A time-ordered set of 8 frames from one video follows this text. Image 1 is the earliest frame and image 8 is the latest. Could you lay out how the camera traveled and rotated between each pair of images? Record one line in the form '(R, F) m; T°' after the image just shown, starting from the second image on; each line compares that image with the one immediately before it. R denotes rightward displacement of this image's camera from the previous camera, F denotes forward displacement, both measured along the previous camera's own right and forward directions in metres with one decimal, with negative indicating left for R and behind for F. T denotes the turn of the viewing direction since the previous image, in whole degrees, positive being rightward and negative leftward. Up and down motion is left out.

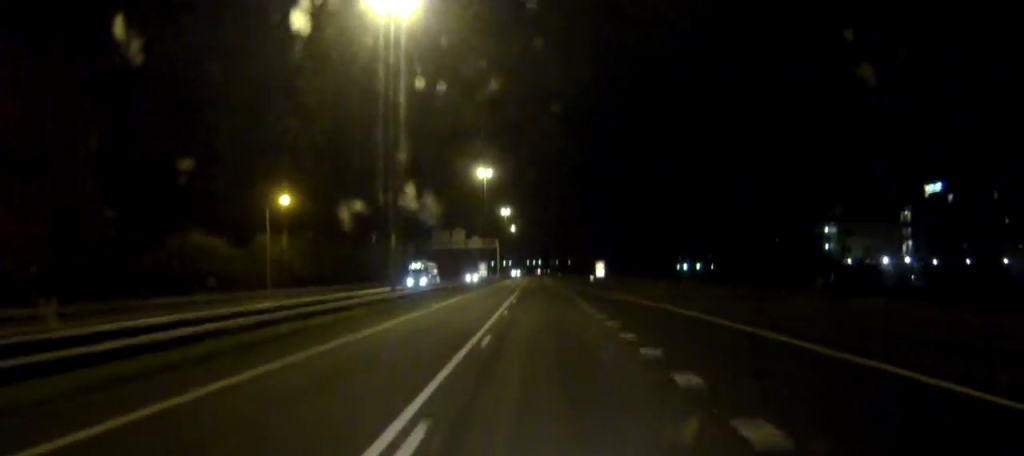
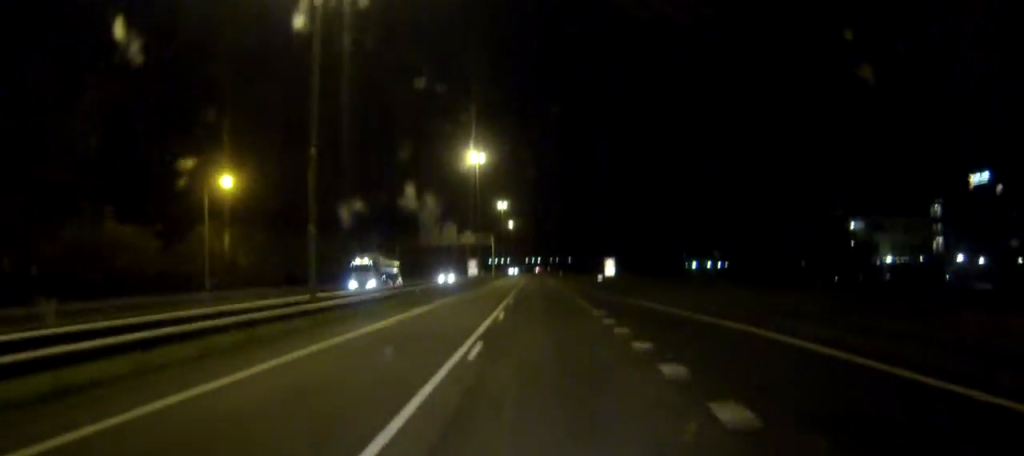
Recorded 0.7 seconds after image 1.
(0.0, +14.9) m; 0°
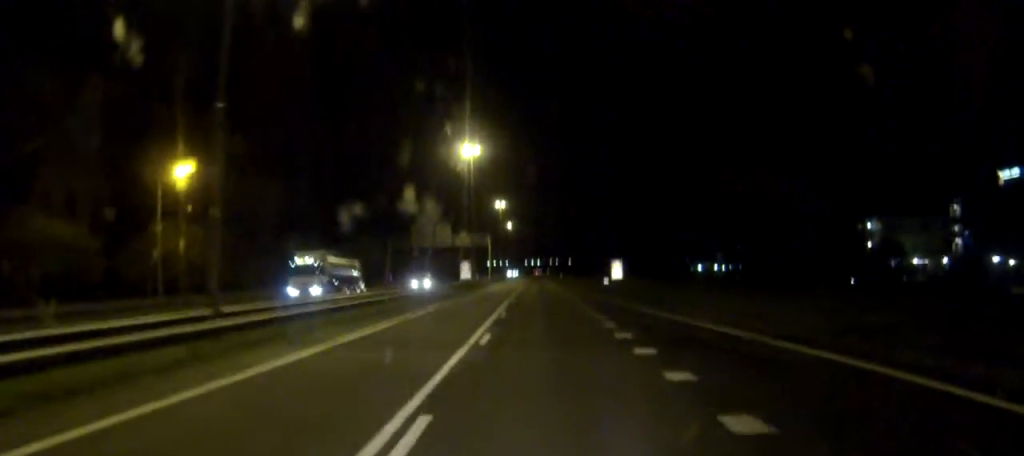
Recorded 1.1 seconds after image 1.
(0.0, +8.5) m; 0°
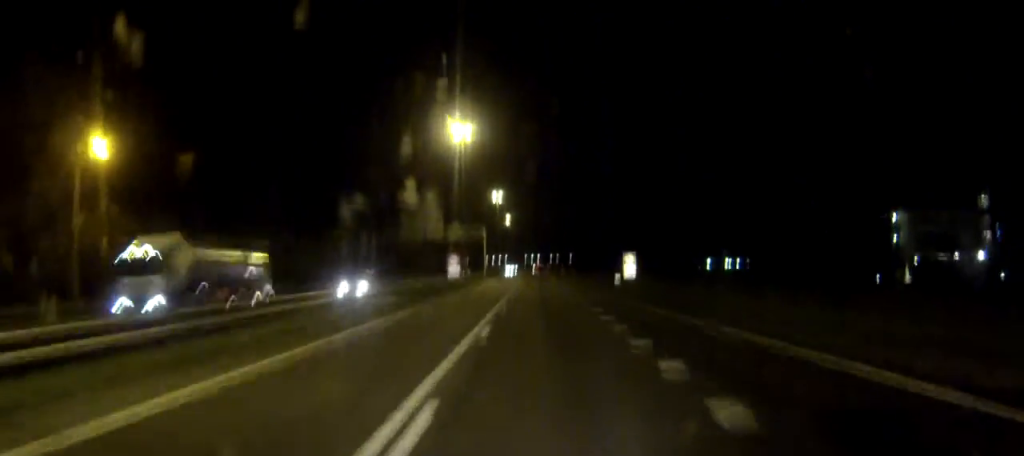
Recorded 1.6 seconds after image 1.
(0.0, +11.4) m; 0°
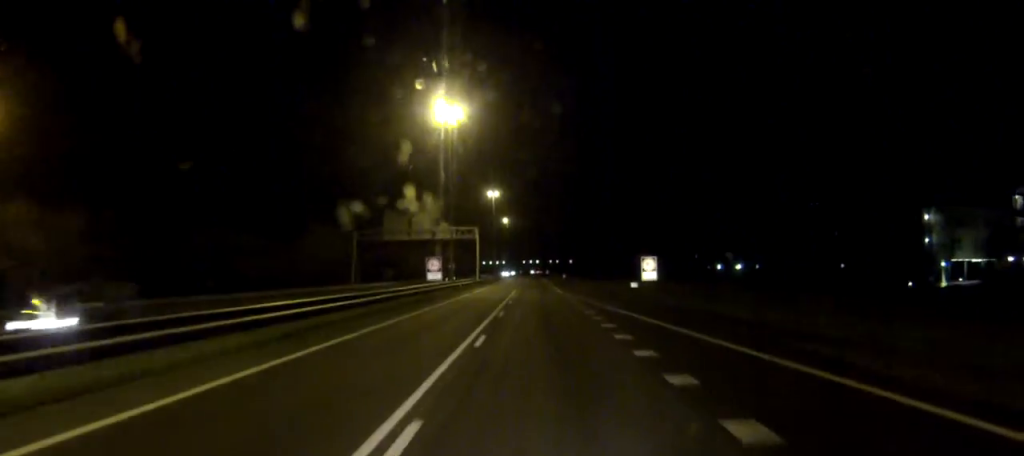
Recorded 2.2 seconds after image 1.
(0.0, +12.8) m; 0°
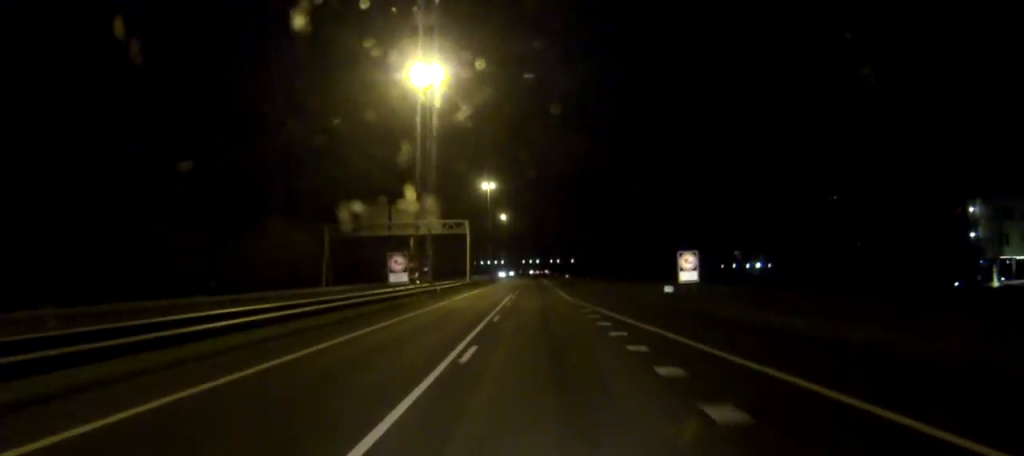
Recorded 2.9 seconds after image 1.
(0.0, +15.0) m; 0°
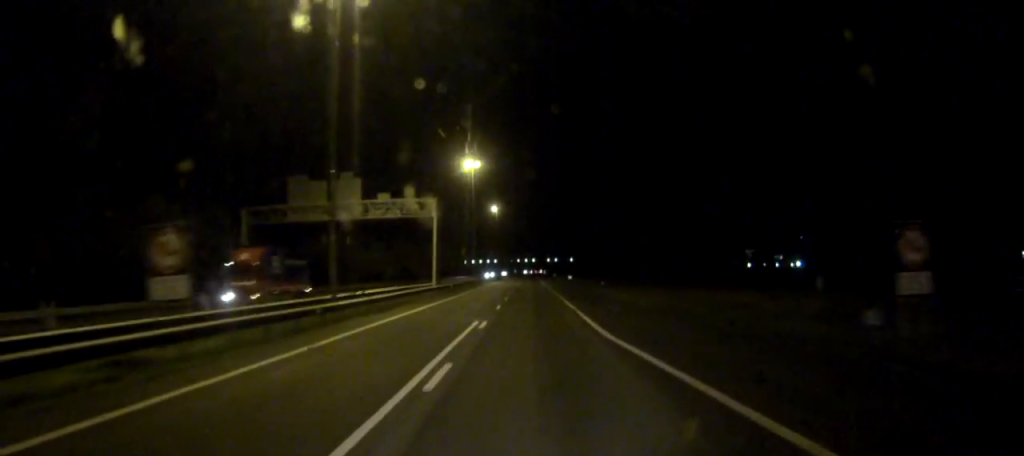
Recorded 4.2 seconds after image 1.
(+0.1, +27.2) m; 0°
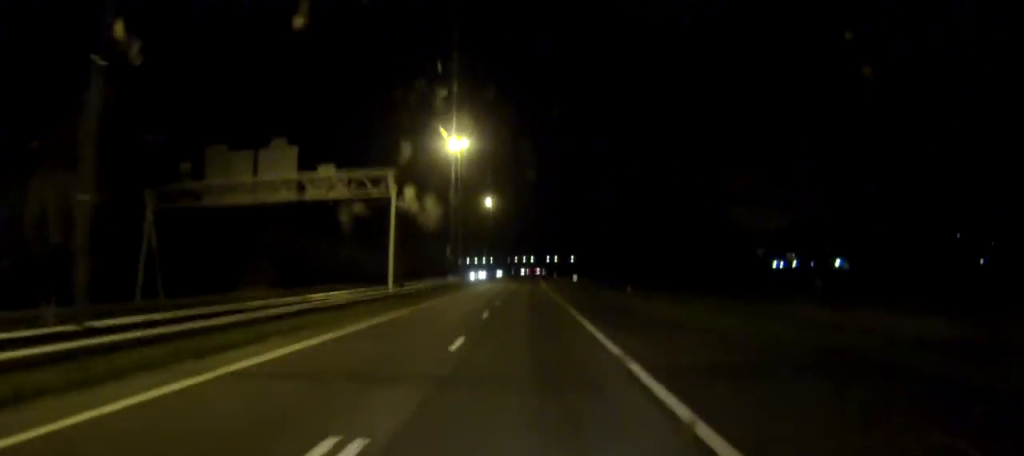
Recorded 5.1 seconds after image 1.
(0.0, +18.7) m; 0°
